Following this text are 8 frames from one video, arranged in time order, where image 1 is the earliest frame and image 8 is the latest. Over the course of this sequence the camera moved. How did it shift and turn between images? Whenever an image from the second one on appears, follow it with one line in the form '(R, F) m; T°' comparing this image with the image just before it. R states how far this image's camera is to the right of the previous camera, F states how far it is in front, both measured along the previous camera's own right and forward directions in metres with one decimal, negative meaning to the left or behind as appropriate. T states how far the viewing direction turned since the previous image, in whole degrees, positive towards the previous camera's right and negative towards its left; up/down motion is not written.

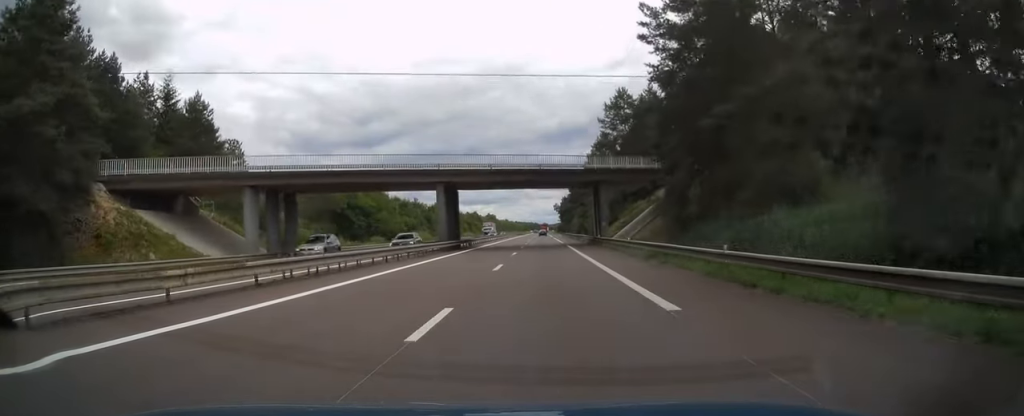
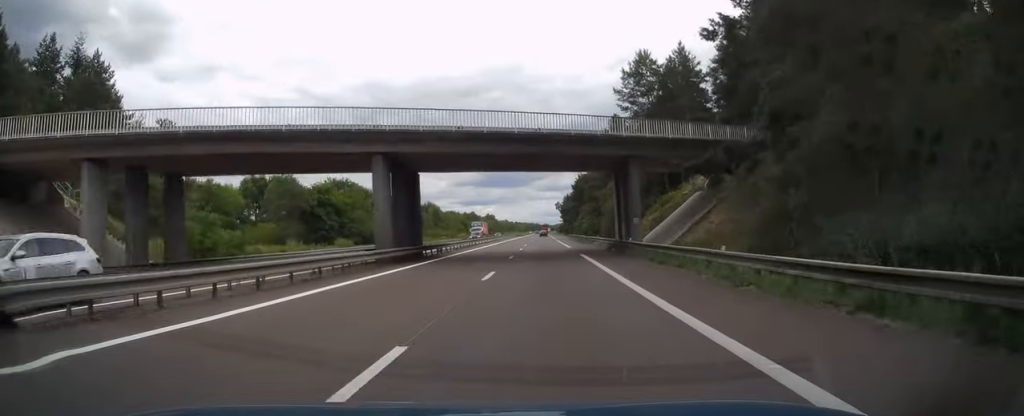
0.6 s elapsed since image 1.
(-0.1, +16.6) m; 0°
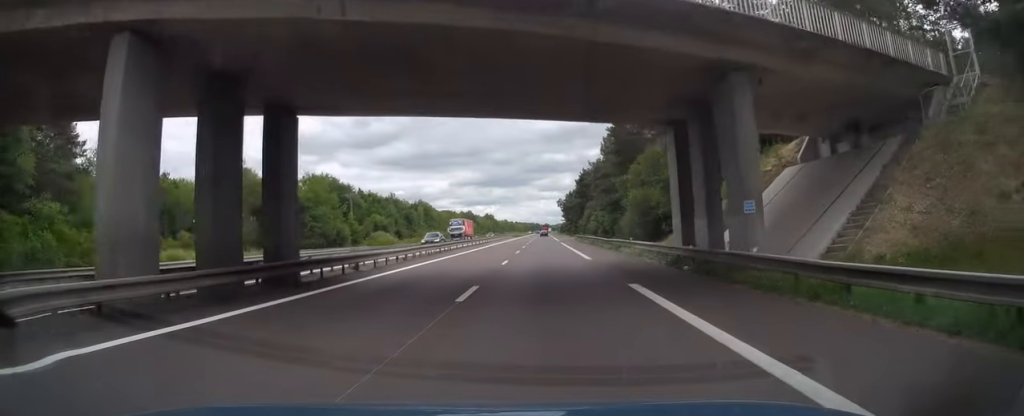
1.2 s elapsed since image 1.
(+0.2, +18.1) m; 0°
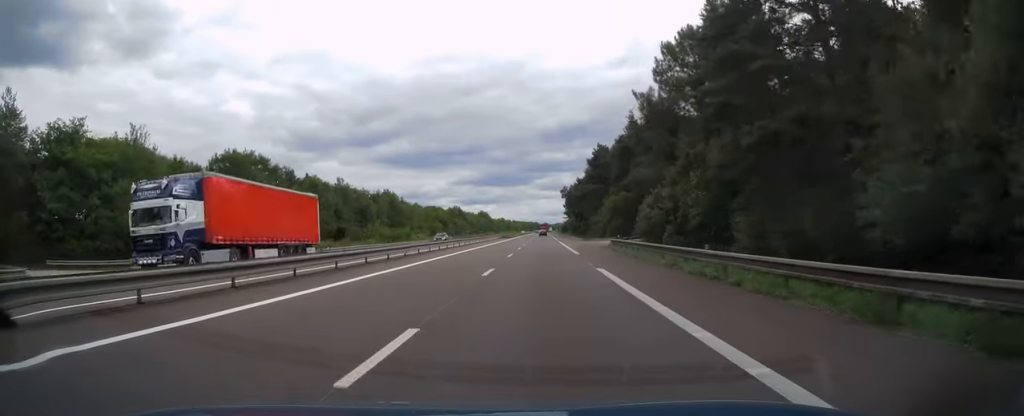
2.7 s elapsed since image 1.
(-0.5, +45.1) m; -1°
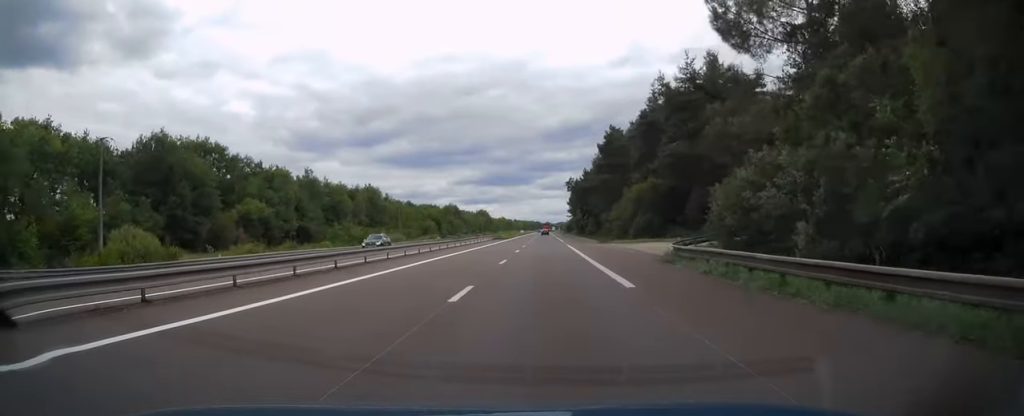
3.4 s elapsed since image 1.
(+0.2, +19.4) m; 0°
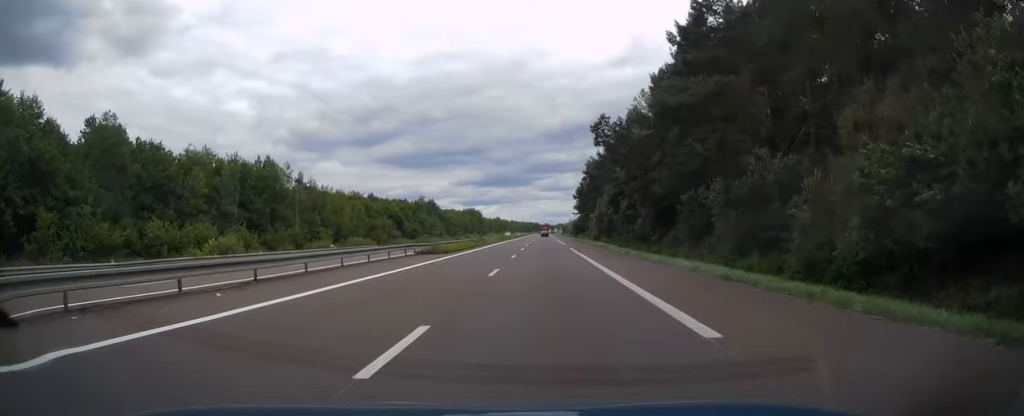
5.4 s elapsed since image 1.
(+0.5, +57.8) m; +1°
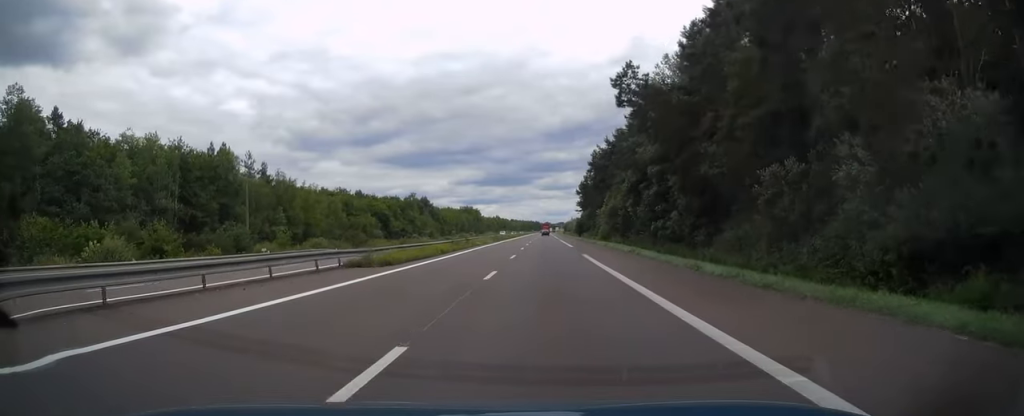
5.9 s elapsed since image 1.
(0.0, +14.7) m; 0°
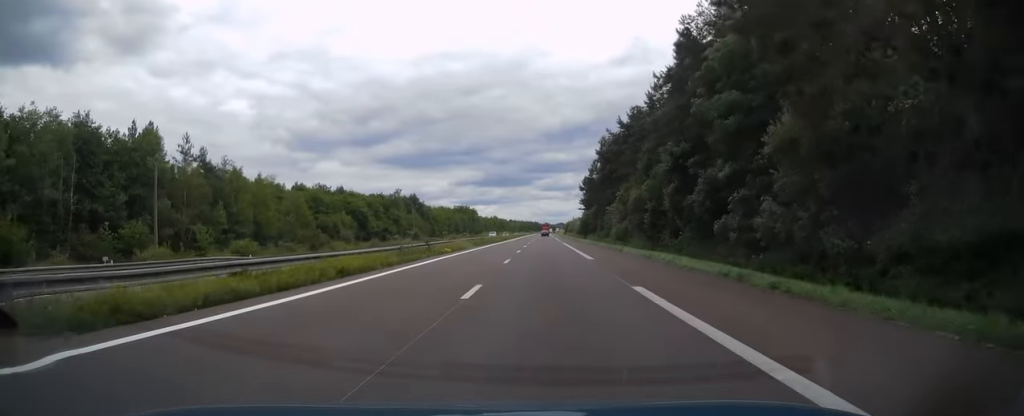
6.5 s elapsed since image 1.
(-0.2, +17.7) m; 0°
